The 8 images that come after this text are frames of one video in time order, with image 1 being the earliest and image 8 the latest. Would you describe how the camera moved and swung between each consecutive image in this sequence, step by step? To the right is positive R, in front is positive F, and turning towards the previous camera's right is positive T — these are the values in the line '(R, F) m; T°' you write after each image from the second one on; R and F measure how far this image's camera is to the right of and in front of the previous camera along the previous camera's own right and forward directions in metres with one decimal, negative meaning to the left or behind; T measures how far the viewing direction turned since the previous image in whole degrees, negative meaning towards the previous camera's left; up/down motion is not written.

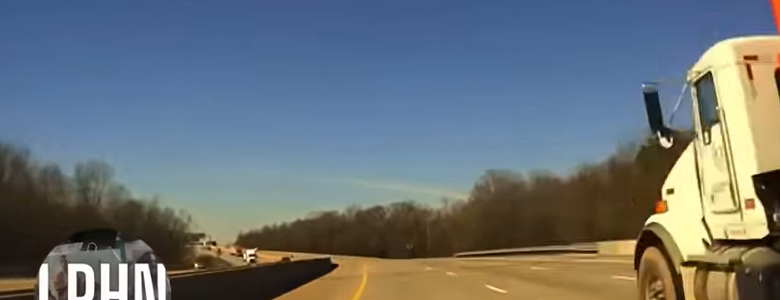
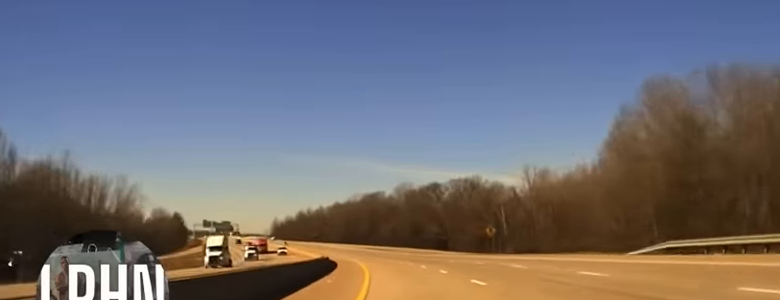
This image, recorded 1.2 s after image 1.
(-2.3, +67.3) m; -4°
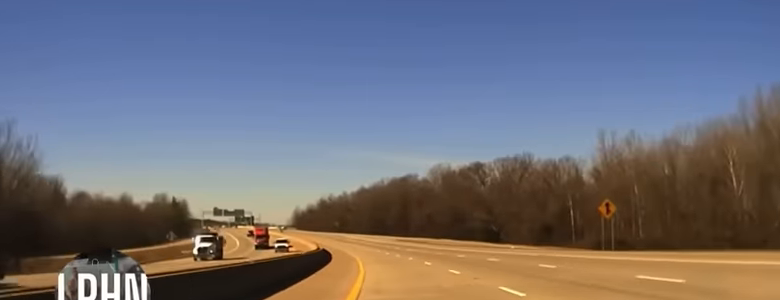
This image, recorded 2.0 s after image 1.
(-0.8, +42.0) m; -3°
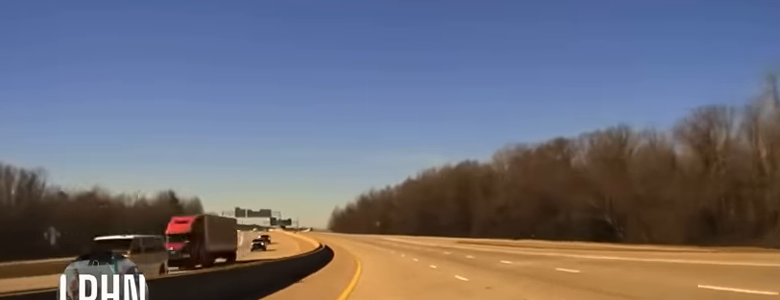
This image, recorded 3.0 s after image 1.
(-1.6, +53.9) m; -4°
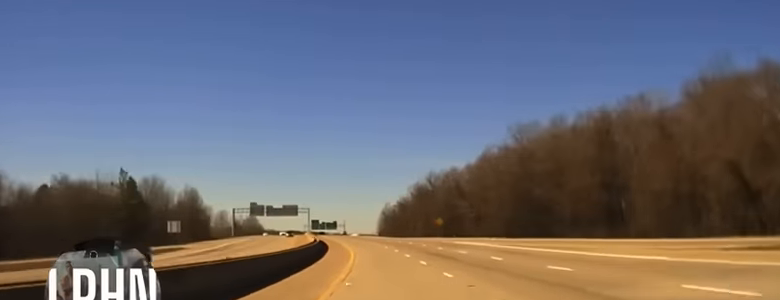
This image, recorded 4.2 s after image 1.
(-2.8, +70.8) m; -4°
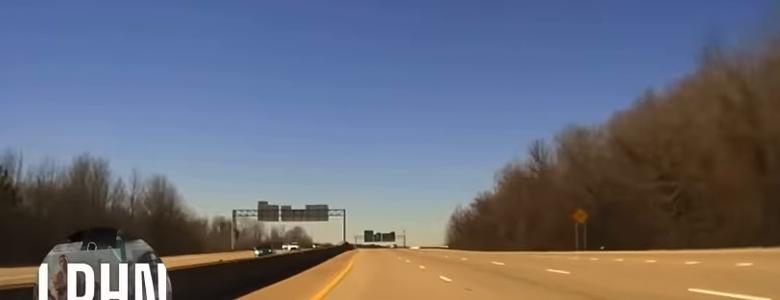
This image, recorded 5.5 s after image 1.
(-2.4, +73.9) m; -5°
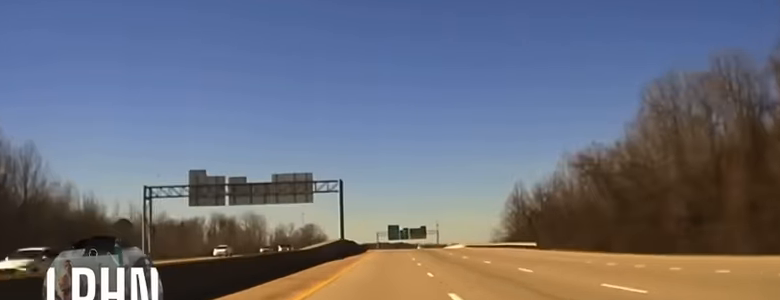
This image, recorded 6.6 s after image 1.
(-2.9, +67.6) m; -3°
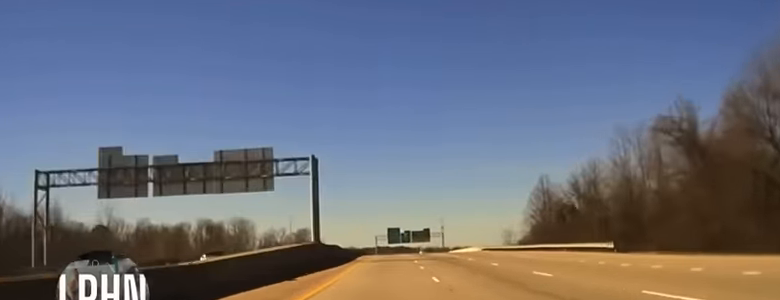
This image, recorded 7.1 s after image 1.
(-0.5, +28.2) m; 0°
